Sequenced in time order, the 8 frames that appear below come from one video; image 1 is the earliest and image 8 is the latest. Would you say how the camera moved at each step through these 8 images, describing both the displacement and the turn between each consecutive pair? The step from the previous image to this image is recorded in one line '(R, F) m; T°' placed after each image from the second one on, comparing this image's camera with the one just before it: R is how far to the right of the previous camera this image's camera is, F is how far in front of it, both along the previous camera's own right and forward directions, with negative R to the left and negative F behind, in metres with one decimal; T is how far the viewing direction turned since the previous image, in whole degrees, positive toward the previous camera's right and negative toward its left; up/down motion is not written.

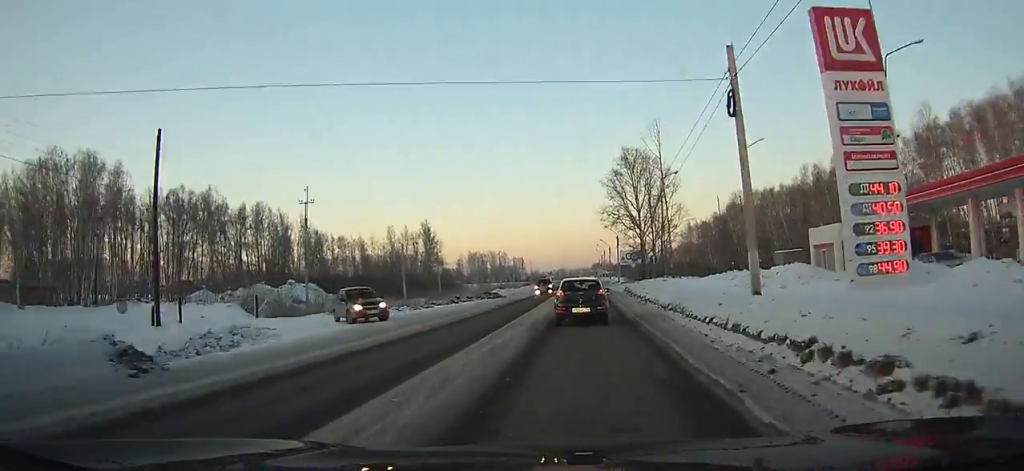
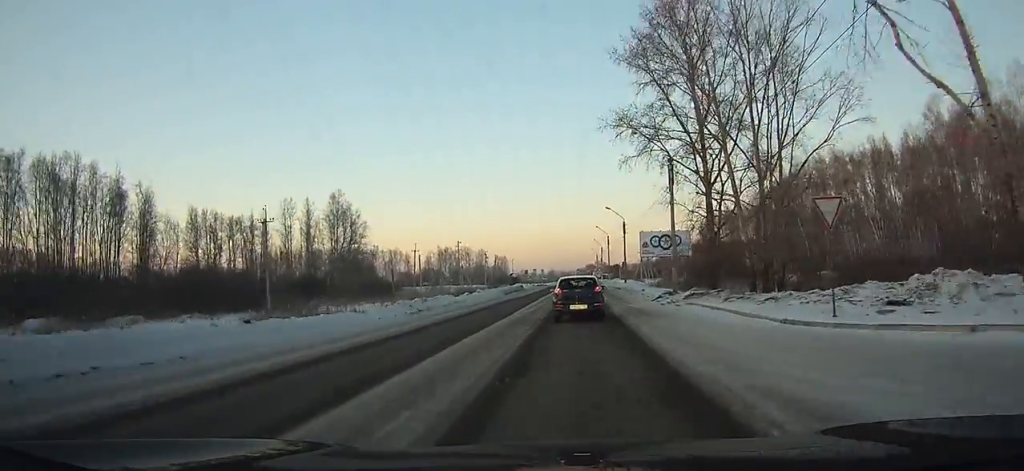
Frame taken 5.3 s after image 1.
(+0.4, +55.6) m; +1°
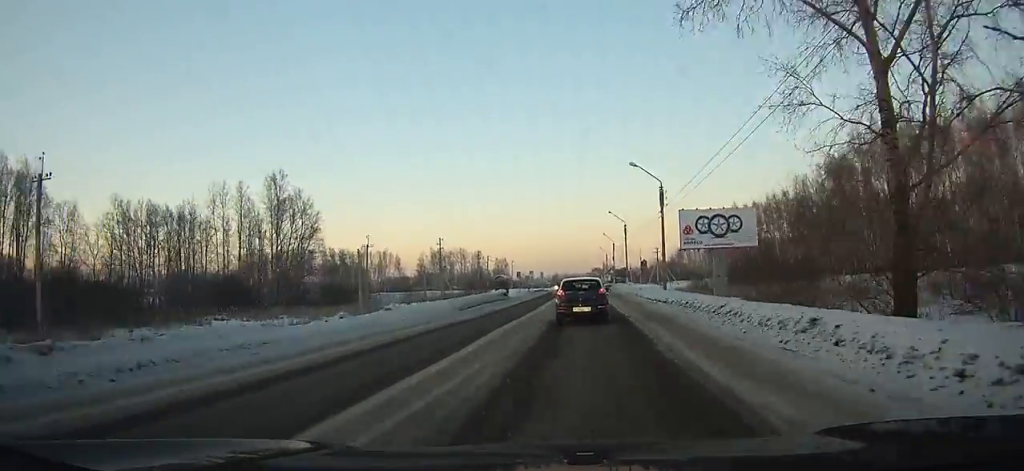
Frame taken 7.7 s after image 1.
(+0.1, +24.5) m; 0°
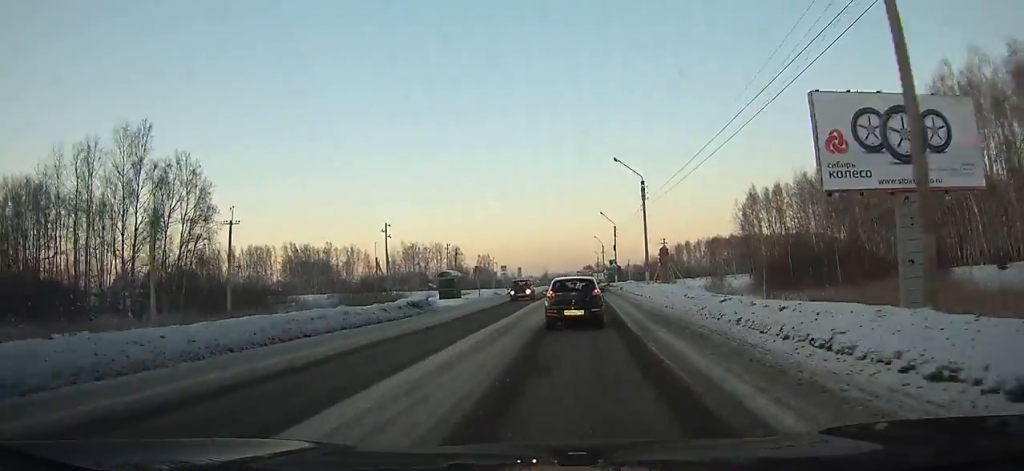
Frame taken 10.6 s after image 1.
(-0.2, +28.5) m; 0°
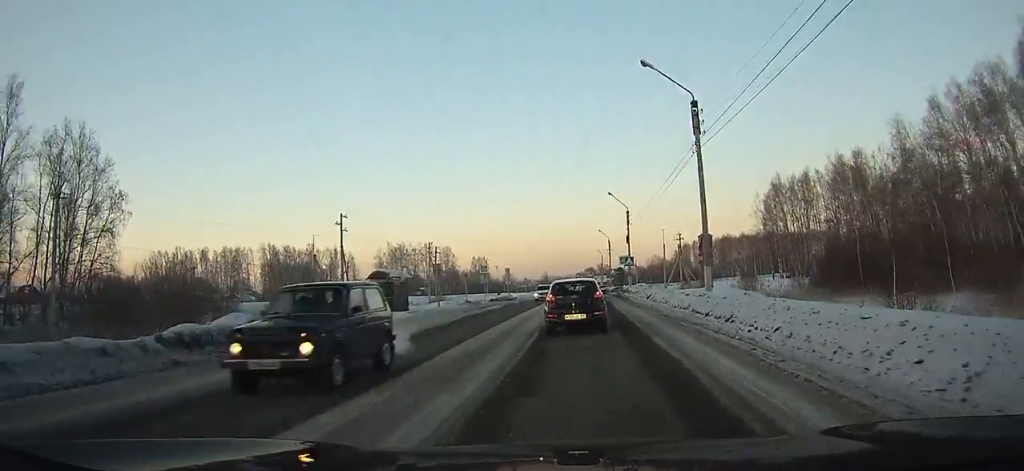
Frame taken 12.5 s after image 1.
(+0.1, +17.8) m; 0°
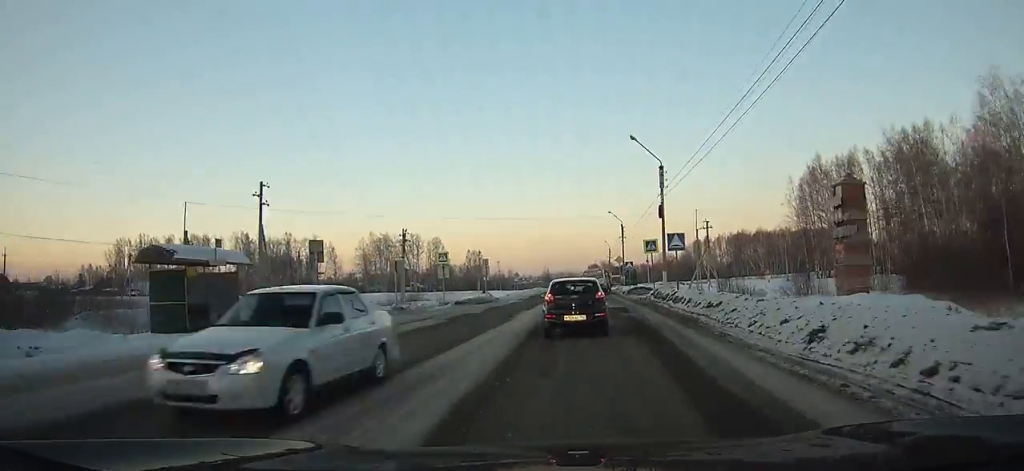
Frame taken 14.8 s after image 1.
(0.0, +20.8) m; 0°
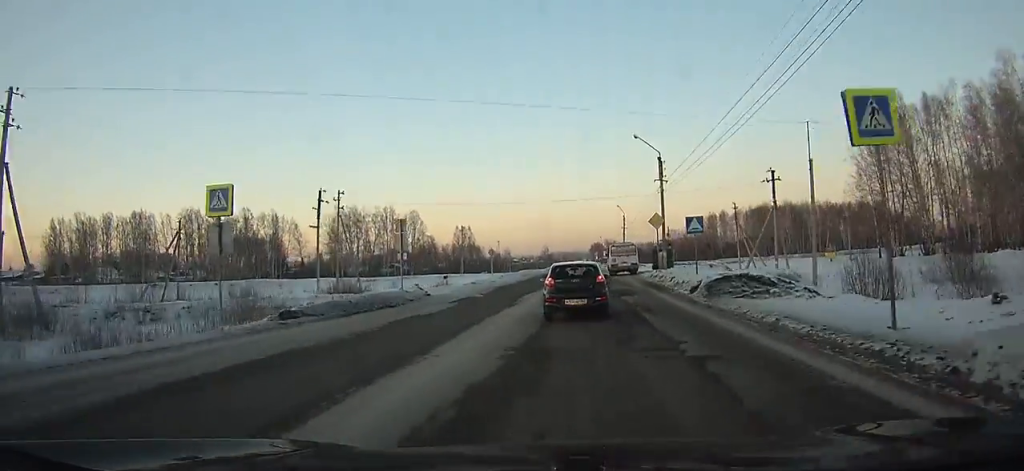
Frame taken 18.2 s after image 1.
(-0.2, +30.0) m; -1°
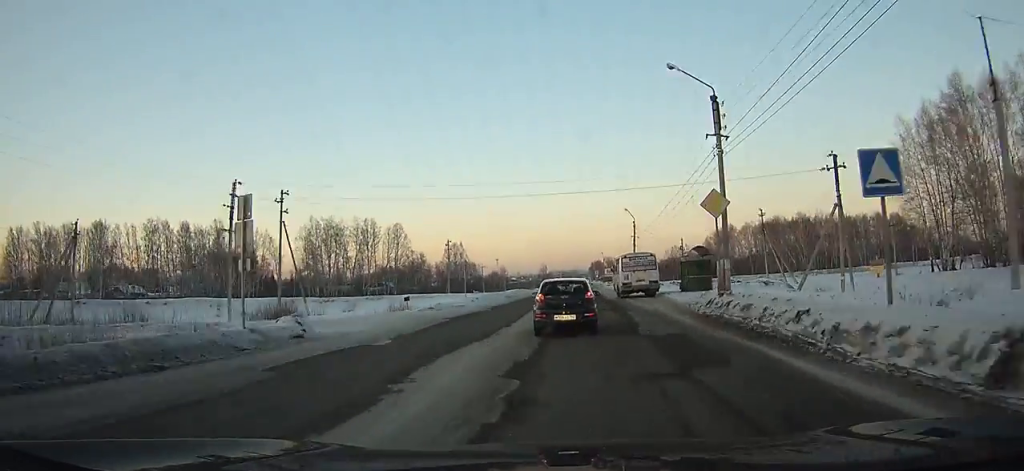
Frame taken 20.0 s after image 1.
(-0.1, +16.0) m; 0°
